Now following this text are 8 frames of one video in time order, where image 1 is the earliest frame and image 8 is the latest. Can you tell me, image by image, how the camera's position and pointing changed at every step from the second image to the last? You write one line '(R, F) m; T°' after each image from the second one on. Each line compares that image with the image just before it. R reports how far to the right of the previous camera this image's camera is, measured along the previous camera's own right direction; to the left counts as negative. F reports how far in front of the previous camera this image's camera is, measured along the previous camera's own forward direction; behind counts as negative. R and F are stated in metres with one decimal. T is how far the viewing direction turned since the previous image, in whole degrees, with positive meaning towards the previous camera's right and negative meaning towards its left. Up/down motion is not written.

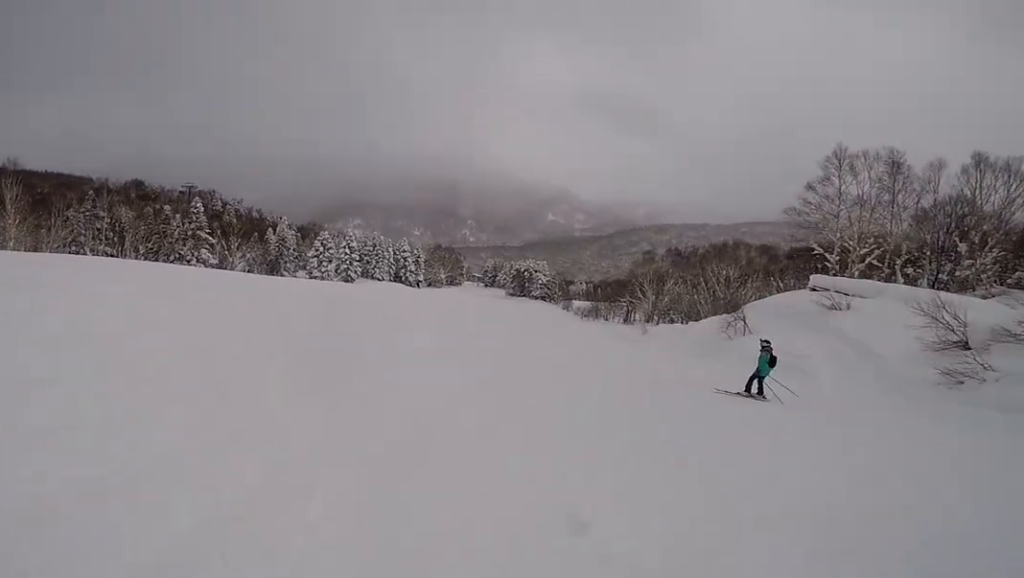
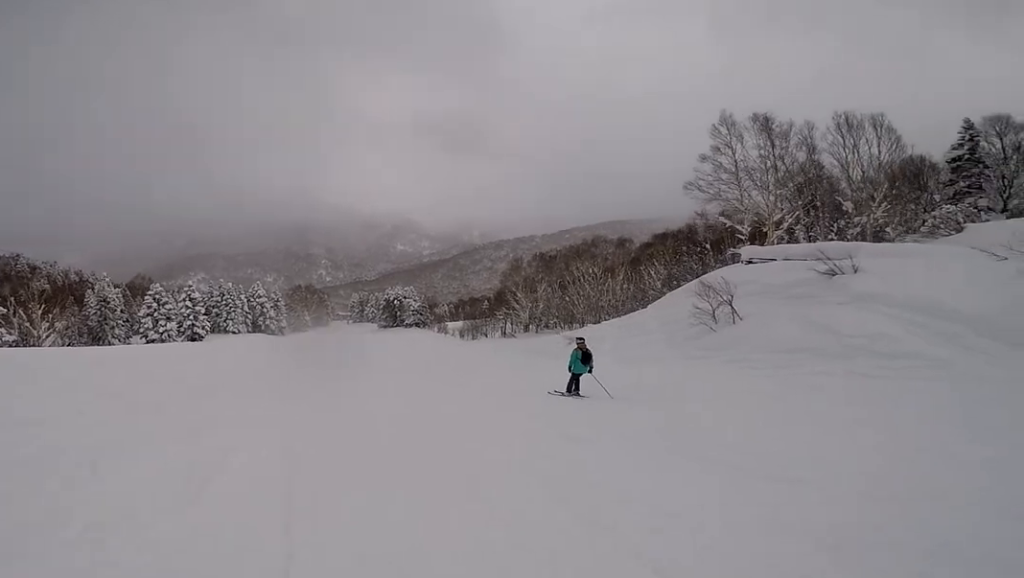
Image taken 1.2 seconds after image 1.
(-0.9, +9.3) m; -6°
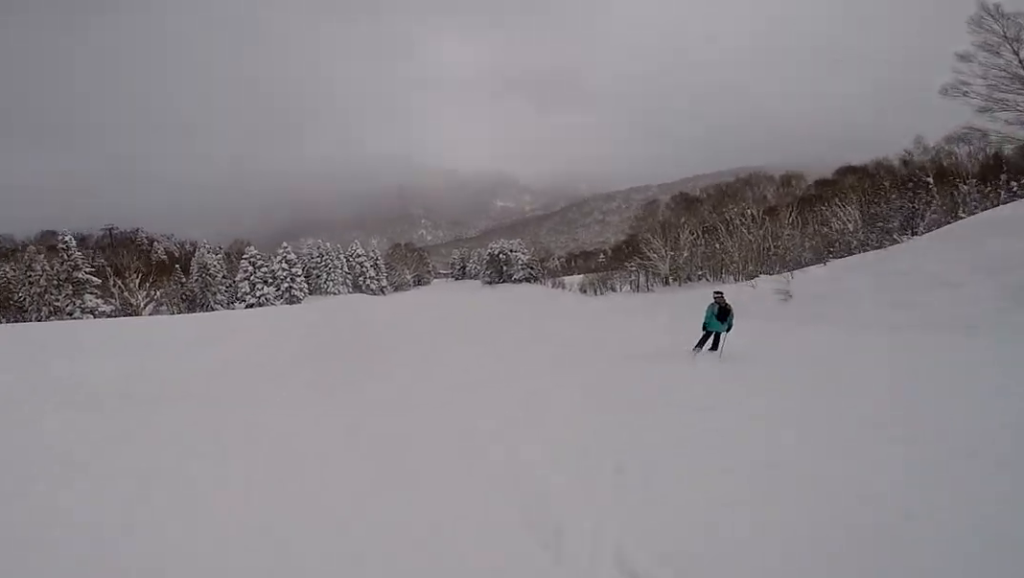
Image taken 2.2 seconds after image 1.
(0.0, +8.2) m; 0°
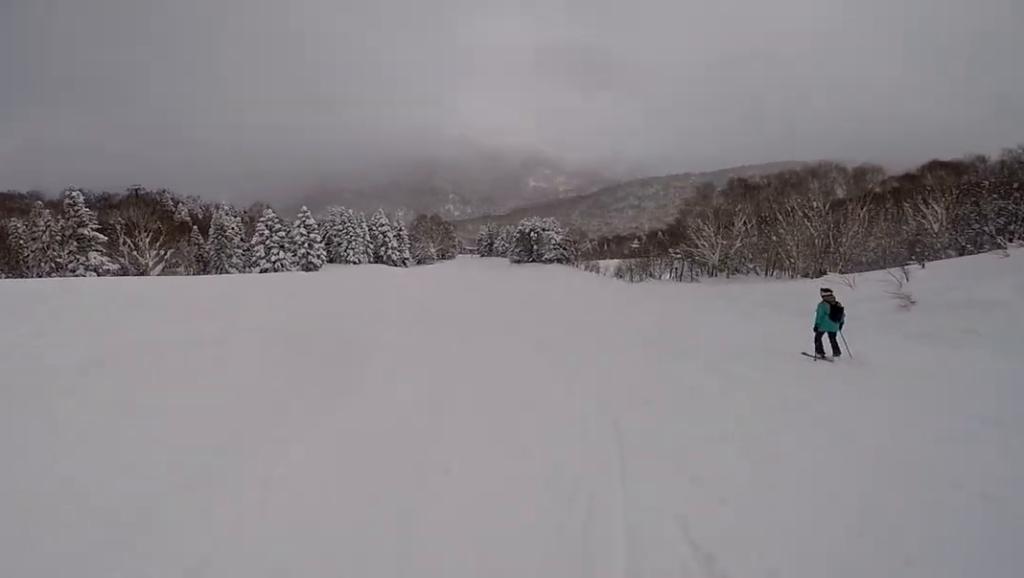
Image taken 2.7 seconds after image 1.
(0.0, +4.1) m; 0°
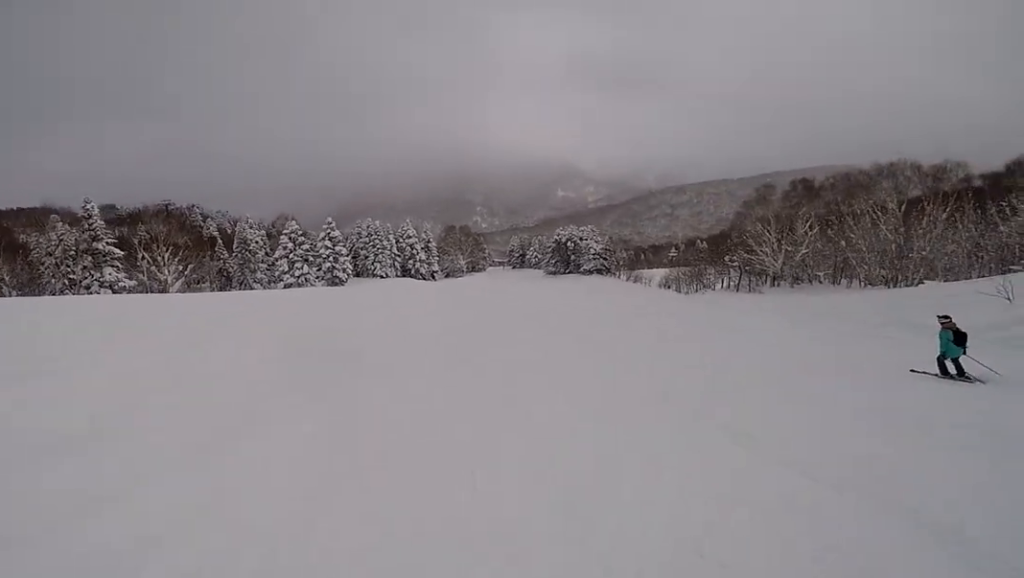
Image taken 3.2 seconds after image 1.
(0.0, +4.6) m; 0°
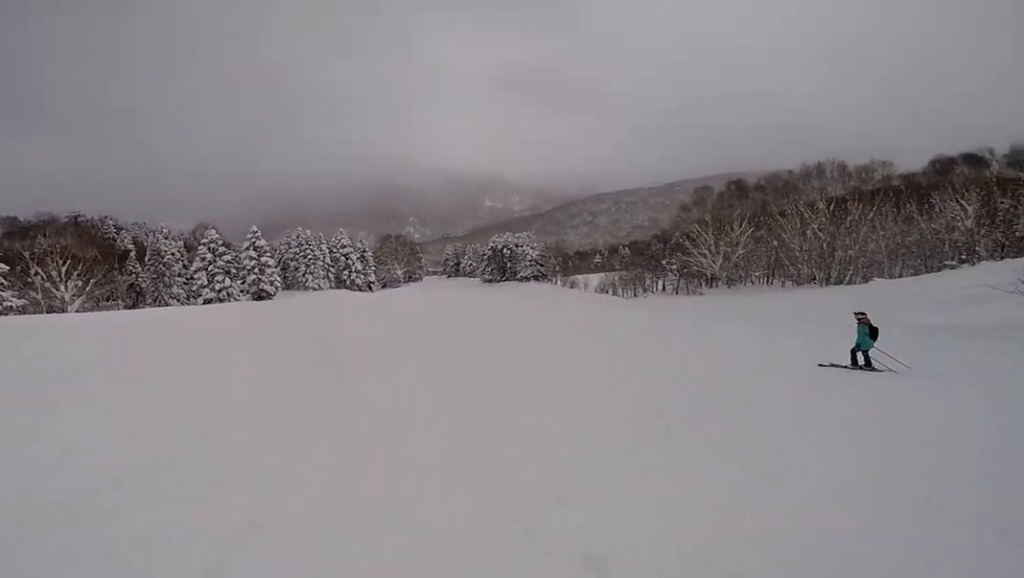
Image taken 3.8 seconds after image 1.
(0.0, +4.6) m; 0°
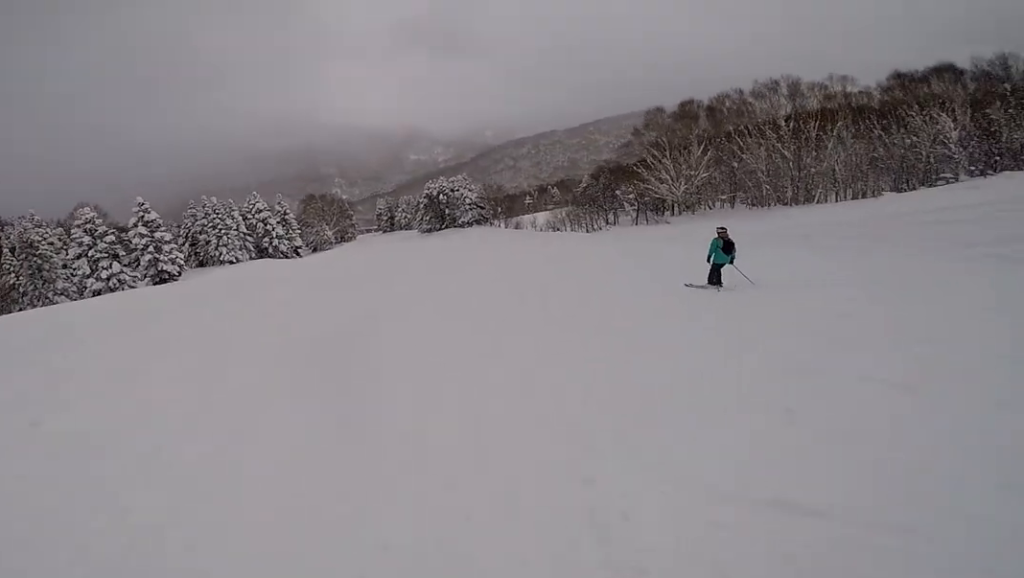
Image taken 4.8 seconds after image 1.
(0.0, +8.6) m; +2°
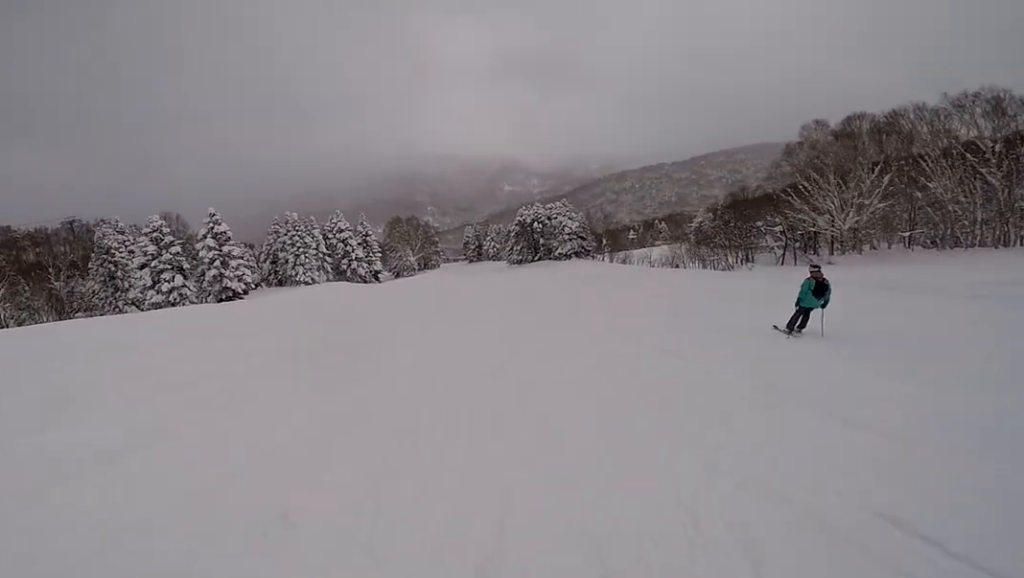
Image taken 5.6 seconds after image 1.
(+0.1, +7.3) m; +6°
